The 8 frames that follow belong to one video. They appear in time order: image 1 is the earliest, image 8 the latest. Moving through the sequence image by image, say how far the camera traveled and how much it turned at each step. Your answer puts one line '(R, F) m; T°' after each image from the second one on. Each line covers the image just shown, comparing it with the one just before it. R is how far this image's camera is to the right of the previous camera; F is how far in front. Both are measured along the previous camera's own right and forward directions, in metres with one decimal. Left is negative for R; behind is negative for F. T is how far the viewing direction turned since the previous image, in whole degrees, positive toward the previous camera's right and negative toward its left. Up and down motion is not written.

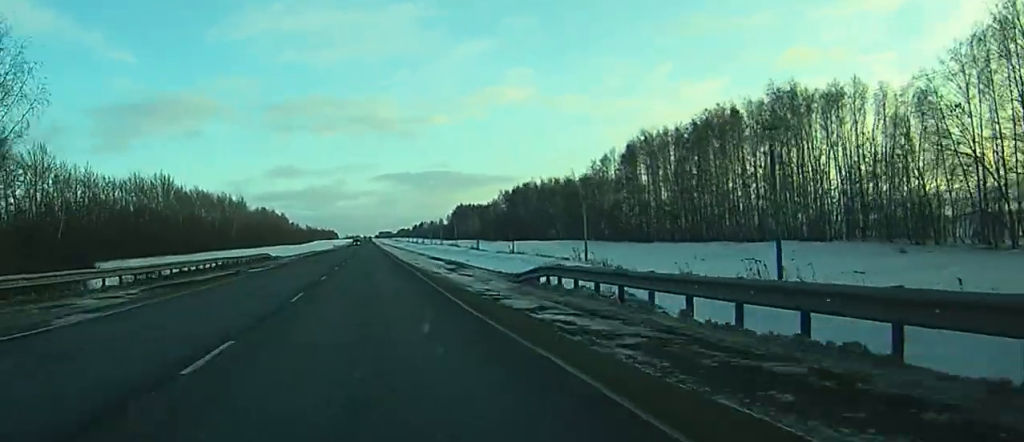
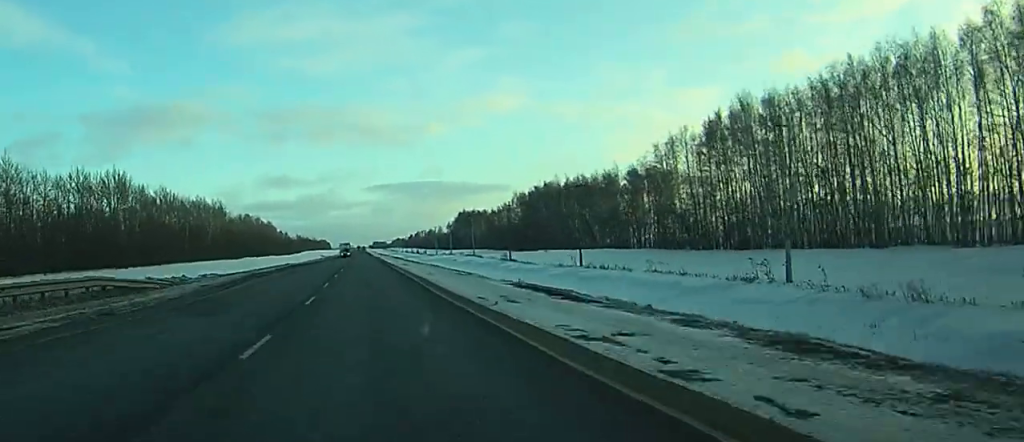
(0.0, +46.0) m; 0°
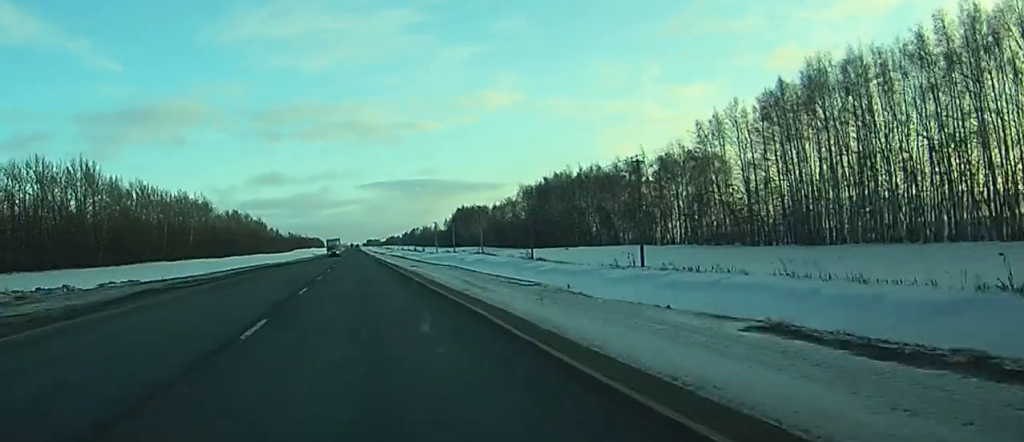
(0.0, +22.5) m; 0°
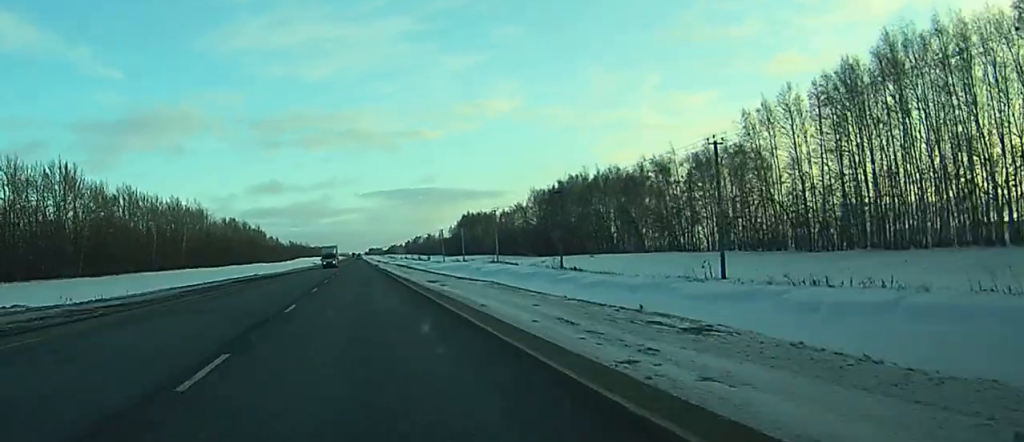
(0.0, +16.0) m; 0°
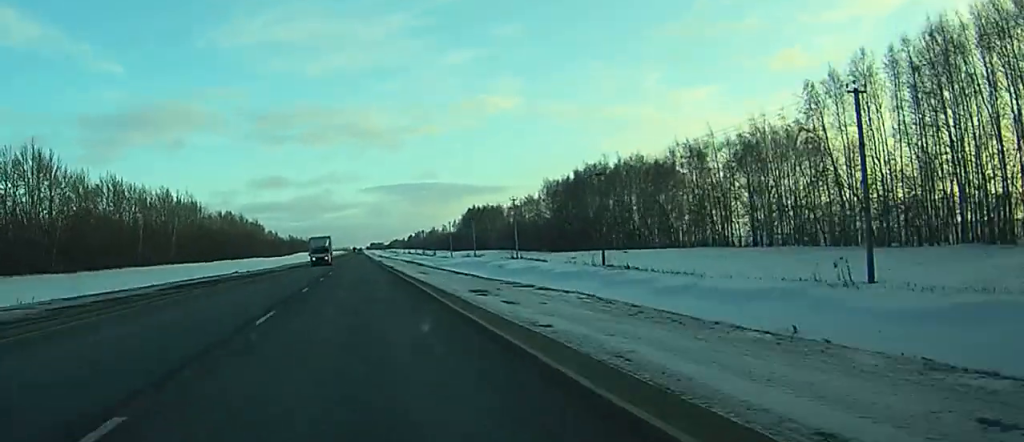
(0.0, +16.9) m; 0°
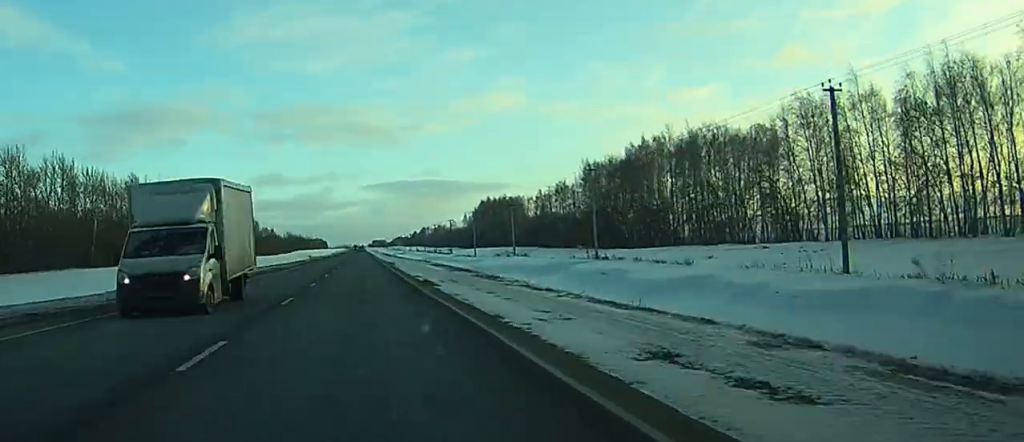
(-0.1, +42.5) m; 0°
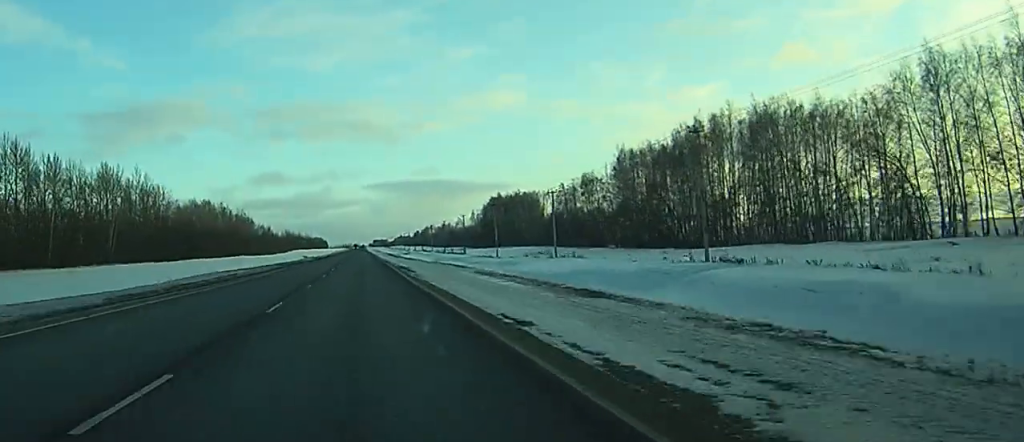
(0.0, +27.5) m; 0°
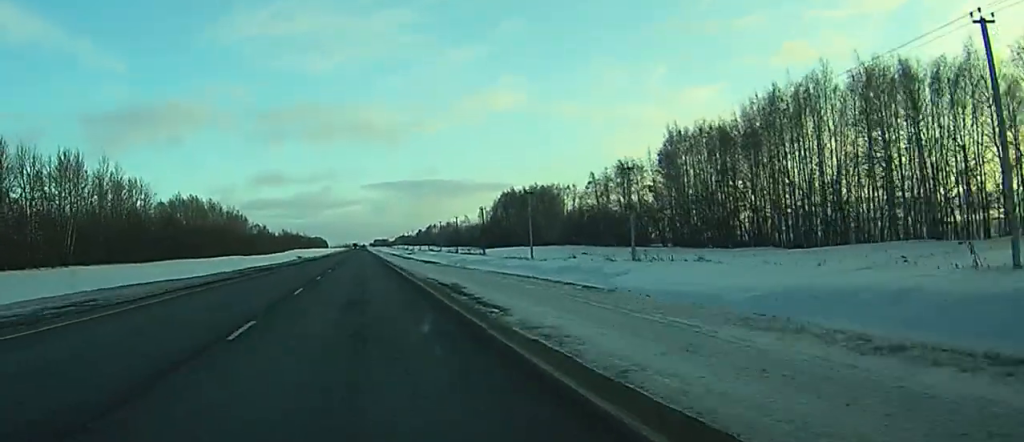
(0.0, +29.5) m; 0°
